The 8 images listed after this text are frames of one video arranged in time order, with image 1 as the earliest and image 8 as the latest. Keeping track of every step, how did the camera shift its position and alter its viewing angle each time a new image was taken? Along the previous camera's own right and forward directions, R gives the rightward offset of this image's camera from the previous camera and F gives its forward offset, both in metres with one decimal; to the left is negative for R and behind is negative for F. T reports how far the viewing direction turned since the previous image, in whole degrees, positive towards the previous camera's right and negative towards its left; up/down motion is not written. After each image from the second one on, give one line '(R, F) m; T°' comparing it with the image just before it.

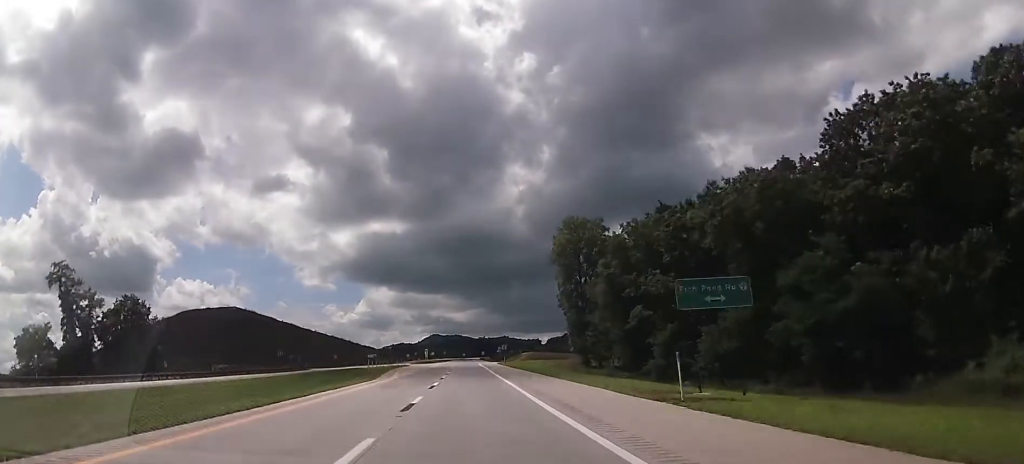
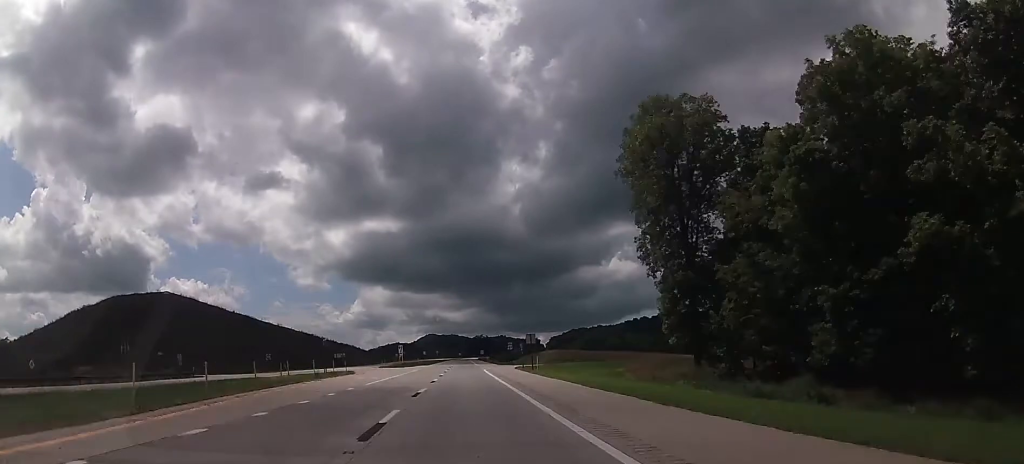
(-0.1, +55.2) m; 0°
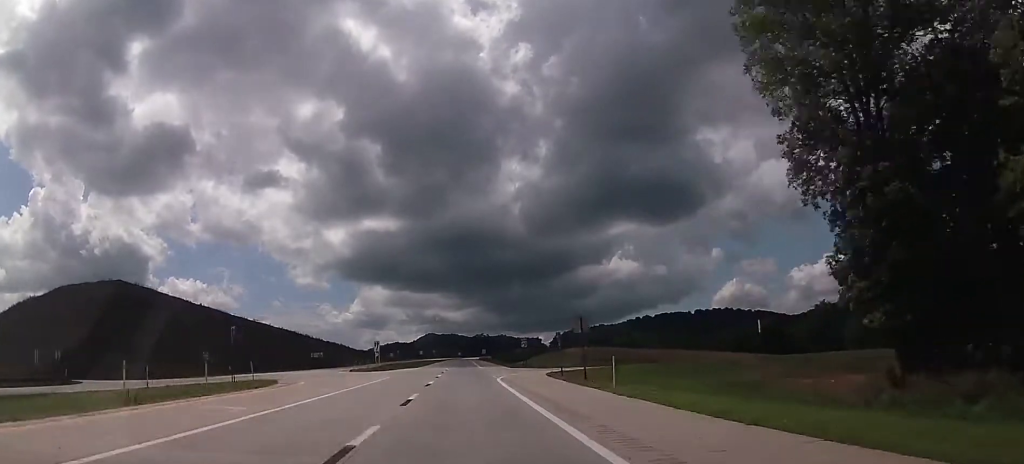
(0.0, +28.7) m; 0°
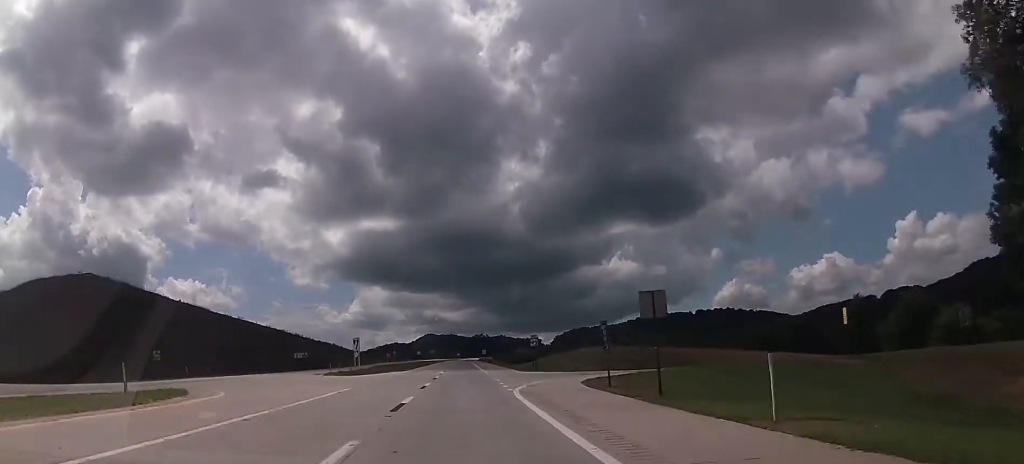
(0.0, +14.3) m; 0°
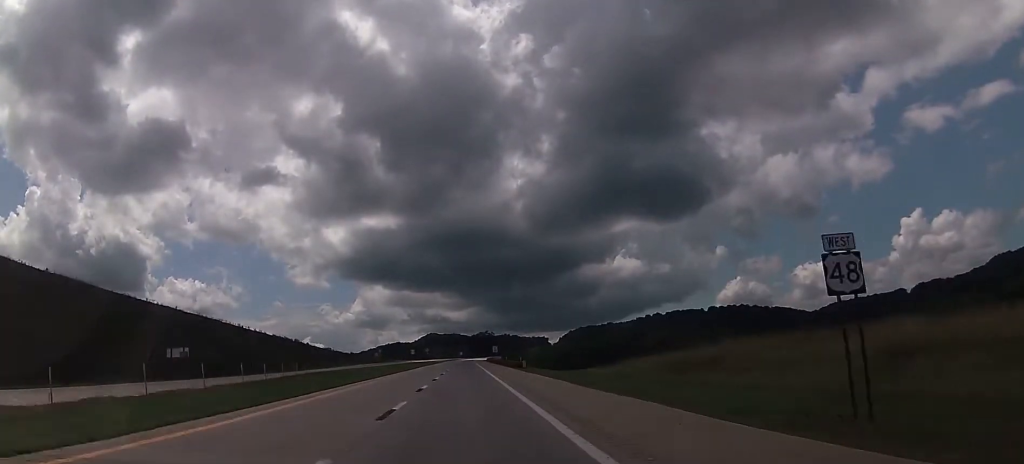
(-0.2, +64.1) m; 0°
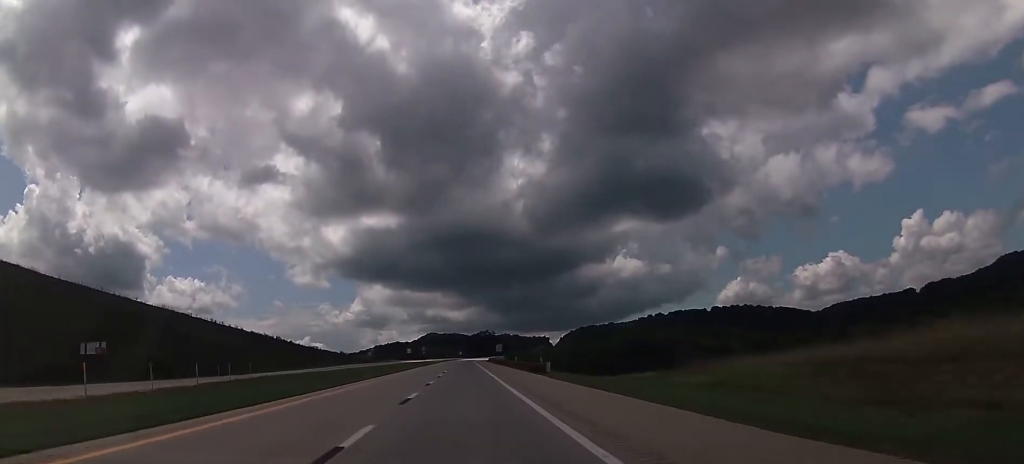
(0.0, +19.9) m; 0°
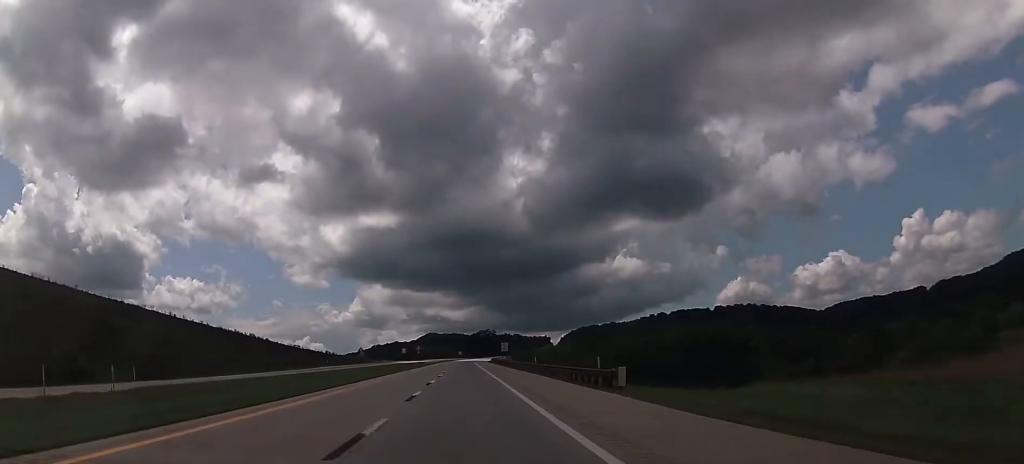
(0.0, +23.1) m; 0°
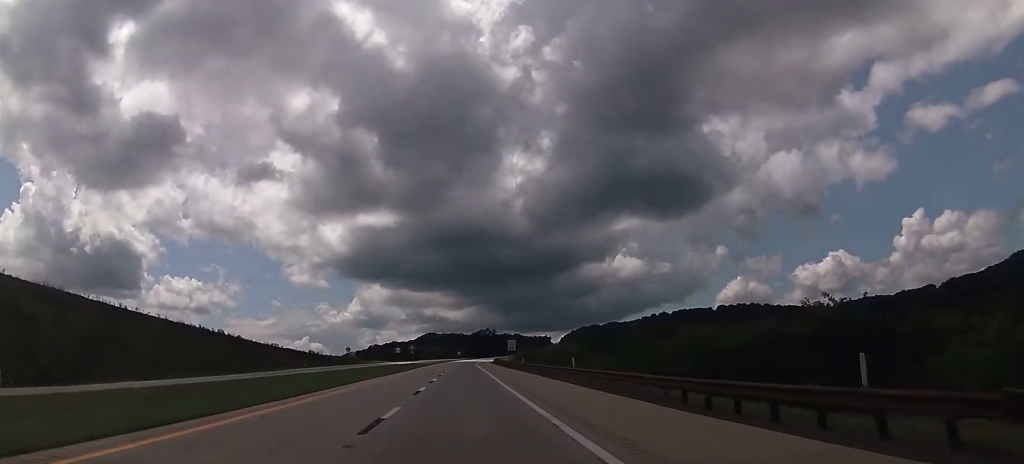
(0.0, +20.9) m; 0°
